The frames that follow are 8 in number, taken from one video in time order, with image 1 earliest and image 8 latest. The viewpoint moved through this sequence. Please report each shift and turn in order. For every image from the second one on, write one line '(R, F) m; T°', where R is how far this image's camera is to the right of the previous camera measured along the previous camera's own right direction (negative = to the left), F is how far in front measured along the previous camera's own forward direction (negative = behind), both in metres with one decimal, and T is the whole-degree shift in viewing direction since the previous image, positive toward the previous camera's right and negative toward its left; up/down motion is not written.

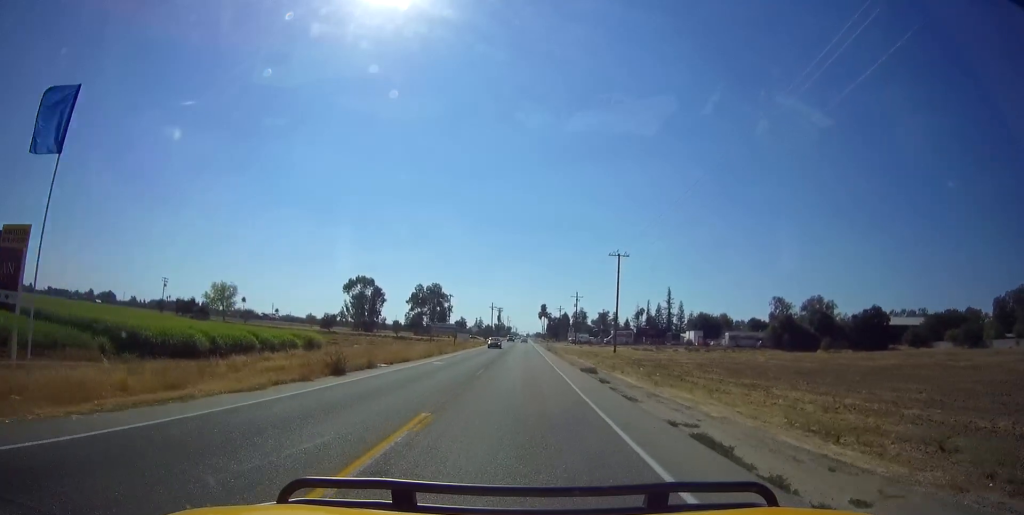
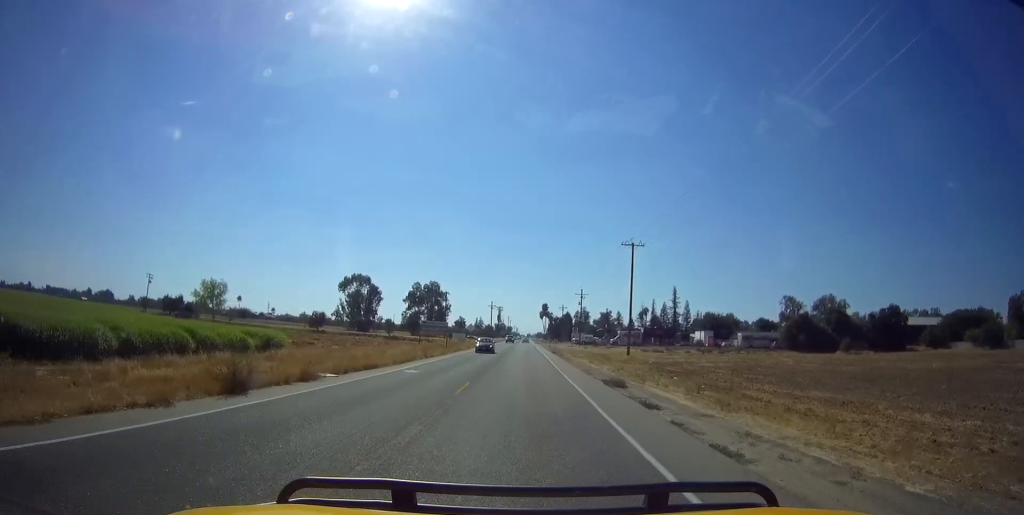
(0.0, +7.4) m; 0°
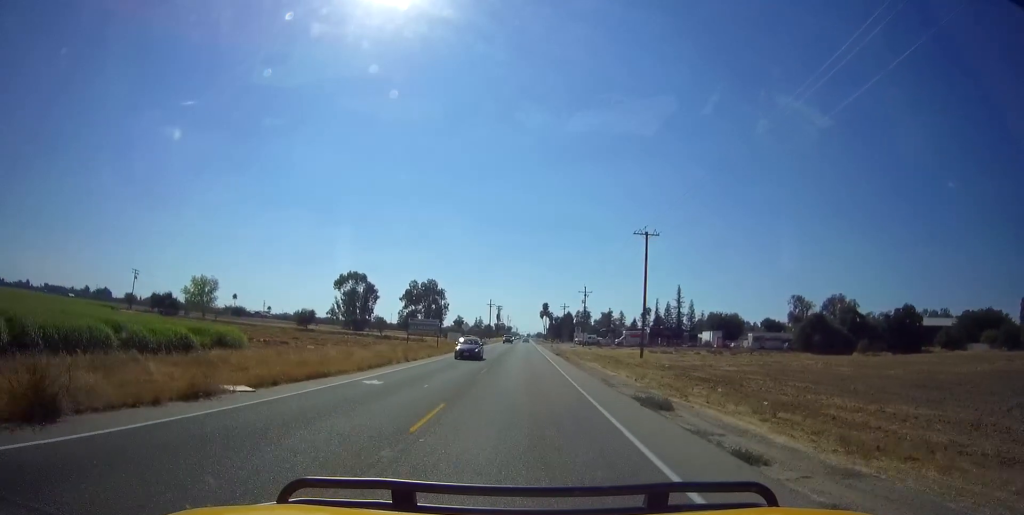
(0.0, +6.0) m; 0°
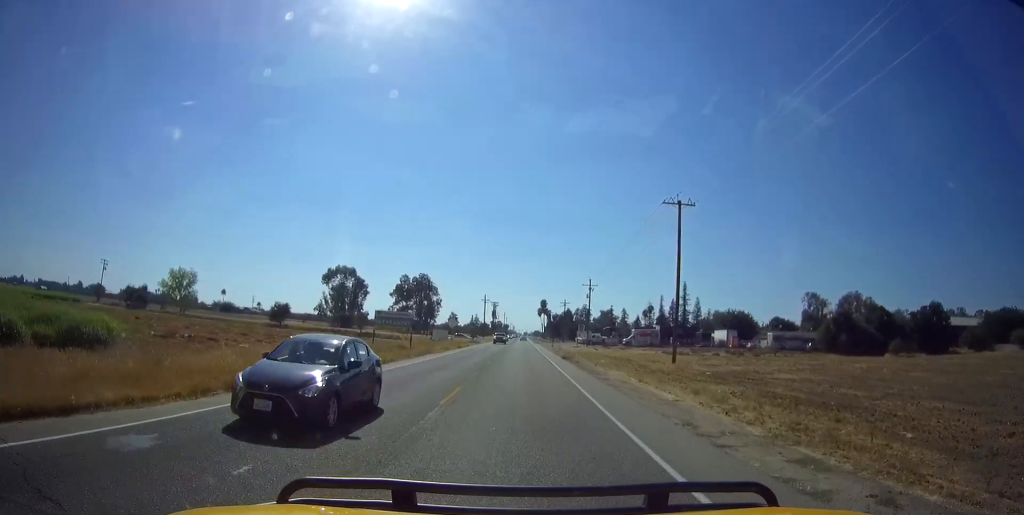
(+0.1, +11.1) m; 0°
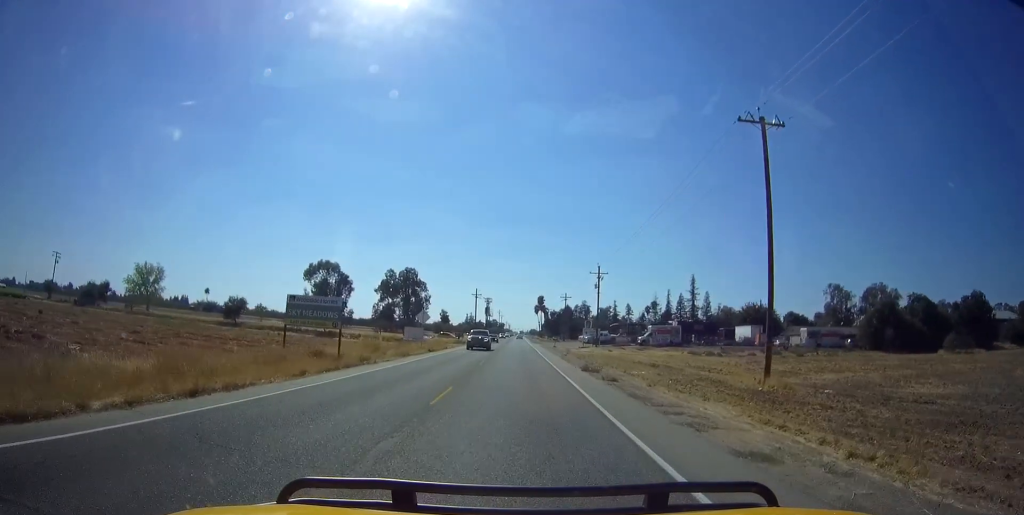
(0.0, +15.2) m; -1°
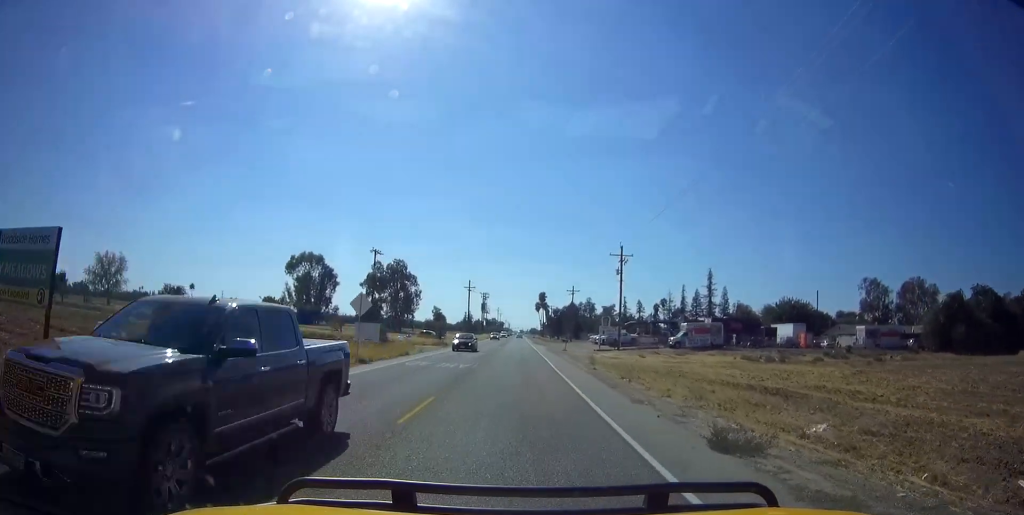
(-0.1, +17.2) m; 0°
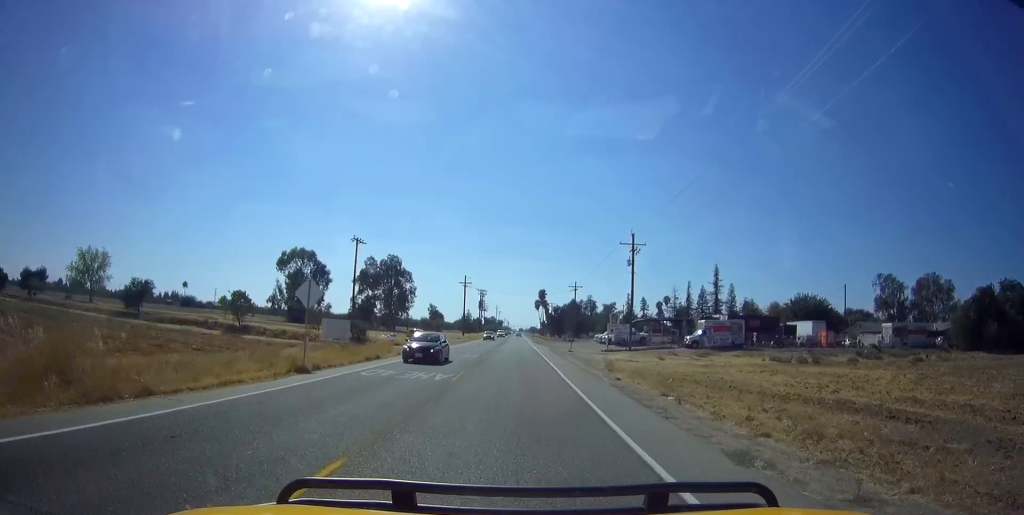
(0.0, +6.6) m; 0°
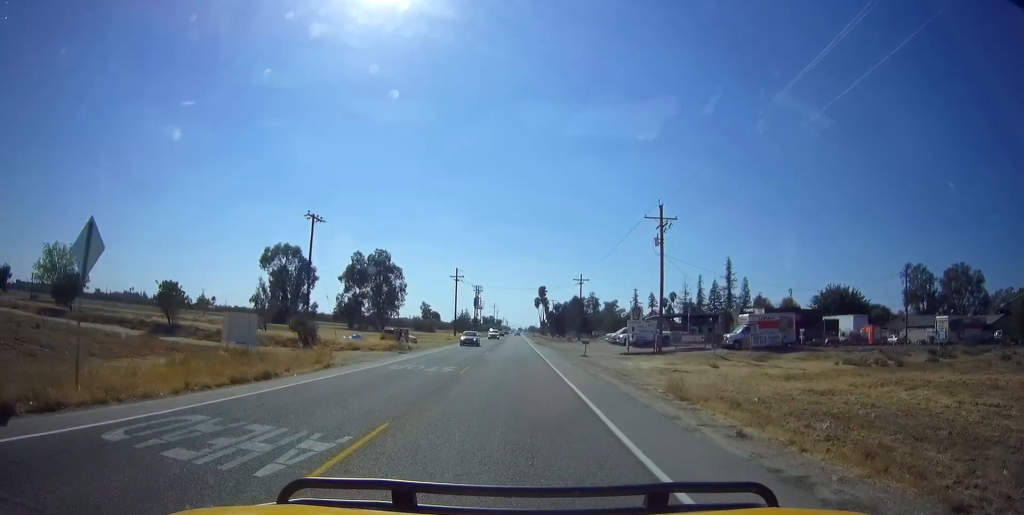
(+0.1, +11.7) m; +1°
